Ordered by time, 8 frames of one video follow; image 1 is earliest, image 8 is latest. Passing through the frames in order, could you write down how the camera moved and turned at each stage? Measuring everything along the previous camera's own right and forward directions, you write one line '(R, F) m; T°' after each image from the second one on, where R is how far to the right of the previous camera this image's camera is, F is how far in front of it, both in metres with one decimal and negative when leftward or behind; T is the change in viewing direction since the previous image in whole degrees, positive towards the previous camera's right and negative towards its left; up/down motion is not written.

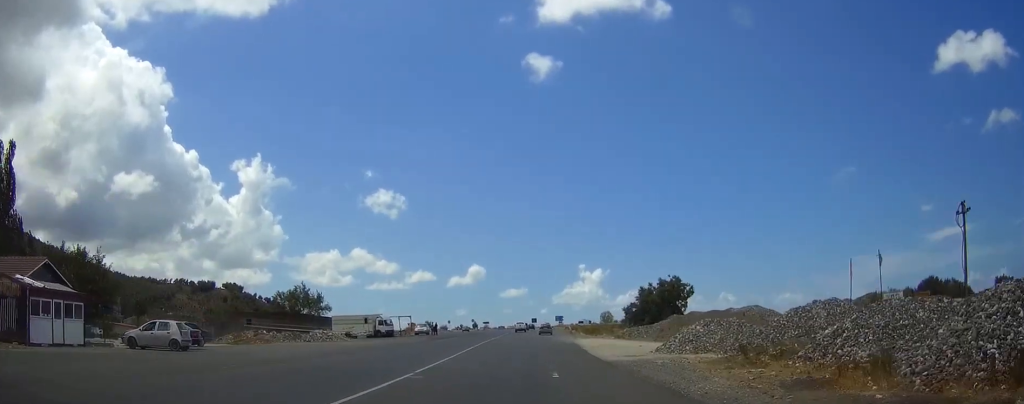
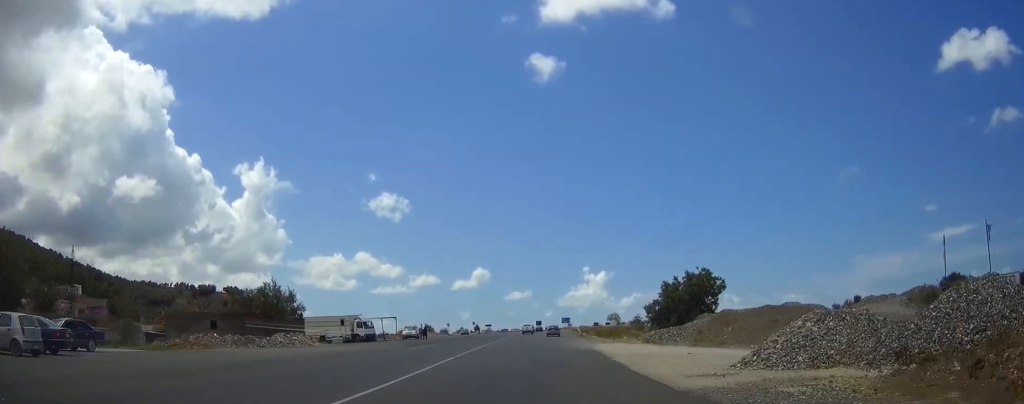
(+0.1, +12.5) m; 0°
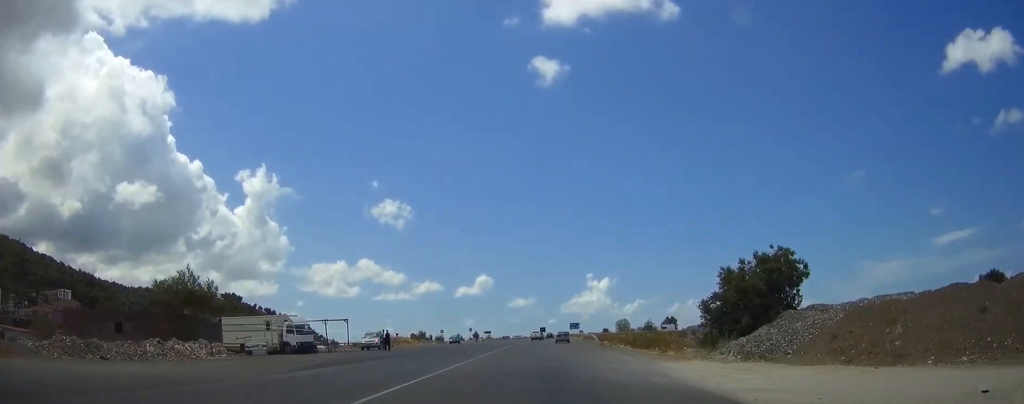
(-0.1, +21.9) m; -1°
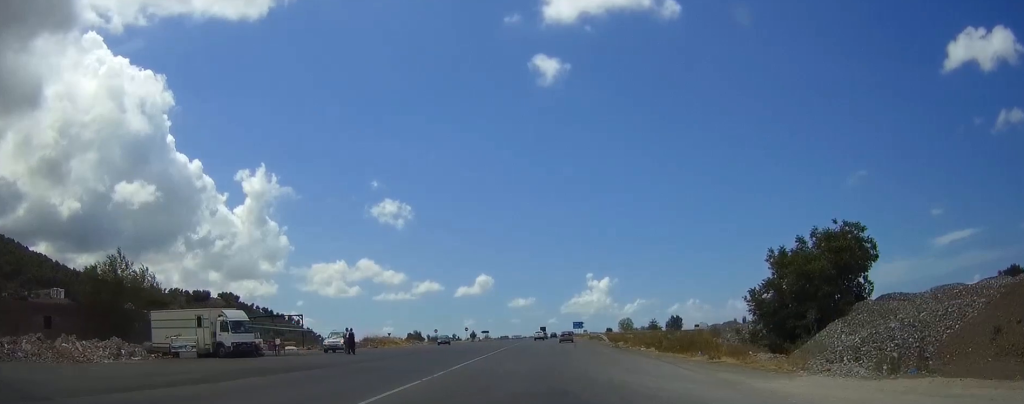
(-0.1, +10.6) m; 0°
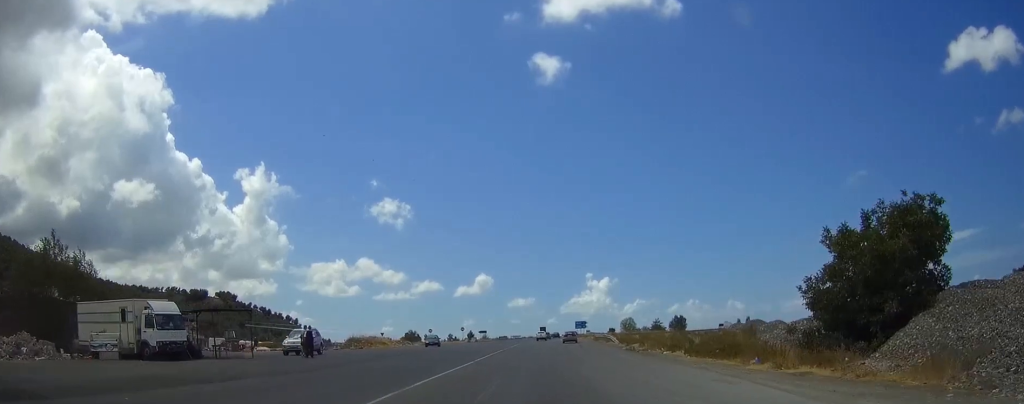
(0.0, +8.4) m; 0°
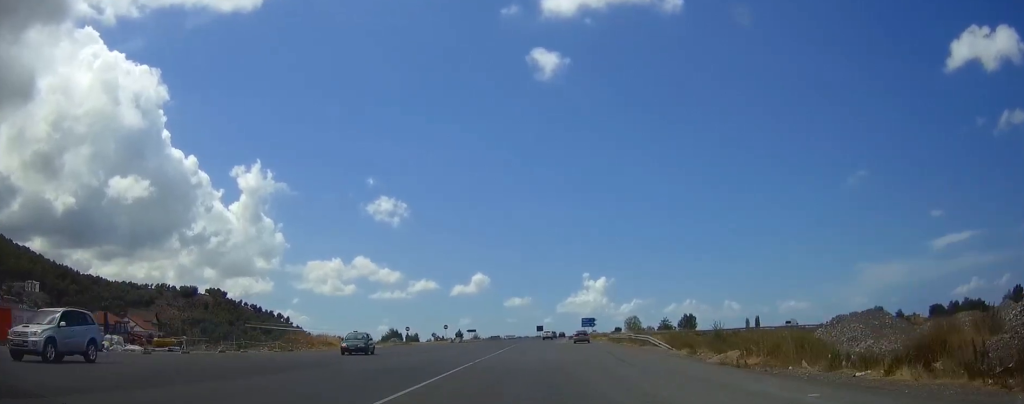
(+0.1, +24.4) m; 0°
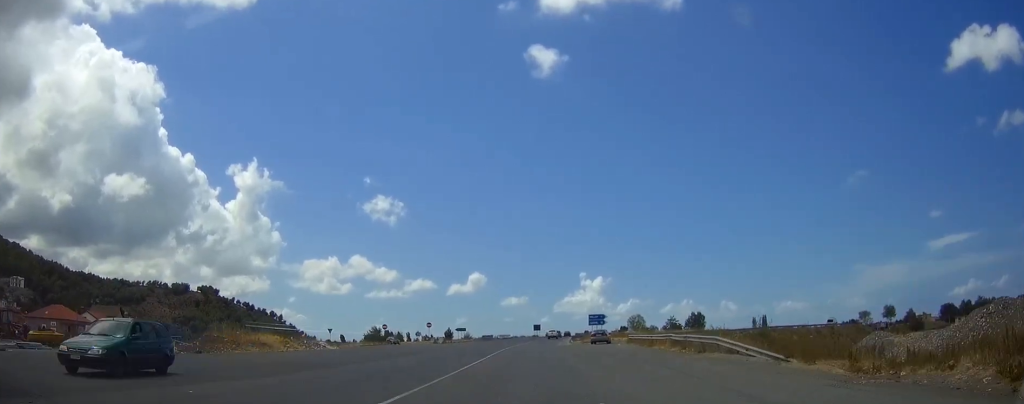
(+0.1, +17.8) m; 0°
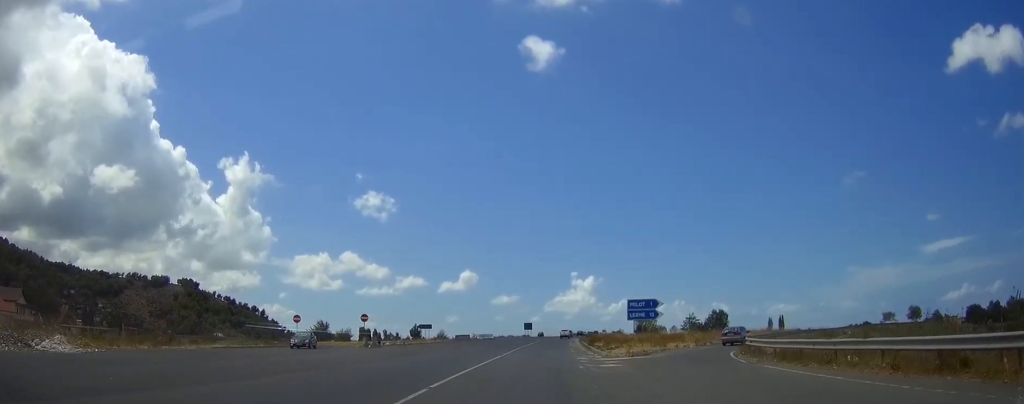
(+0.4, +41.2) m; +1°
